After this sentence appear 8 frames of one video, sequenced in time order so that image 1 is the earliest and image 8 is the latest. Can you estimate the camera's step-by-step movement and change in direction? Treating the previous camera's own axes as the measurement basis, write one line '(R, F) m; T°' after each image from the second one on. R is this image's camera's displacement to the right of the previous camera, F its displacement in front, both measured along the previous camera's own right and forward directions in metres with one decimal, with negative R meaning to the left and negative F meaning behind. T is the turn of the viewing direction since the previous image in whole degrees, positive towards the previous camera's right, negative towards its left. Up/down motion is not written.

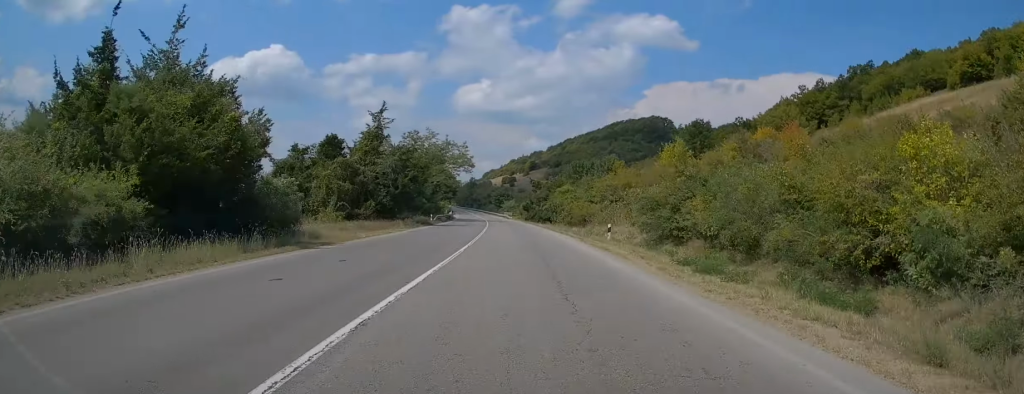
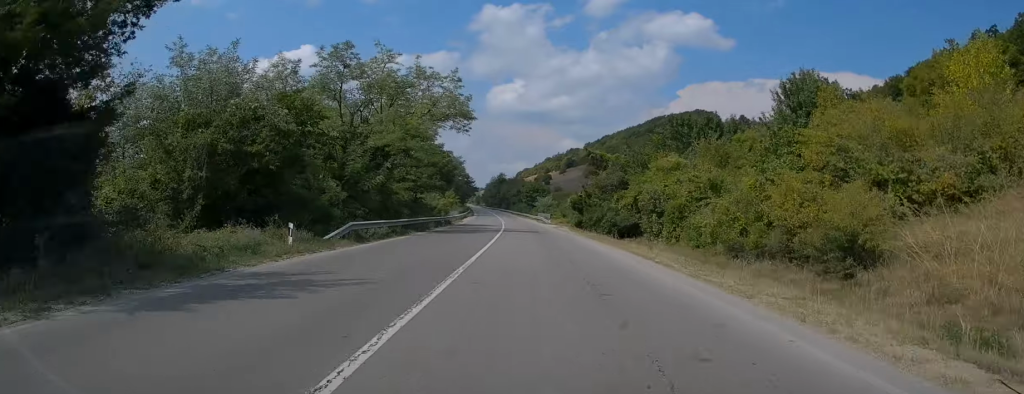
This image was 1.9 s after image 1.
(-0.1, +42.0) m; -1°
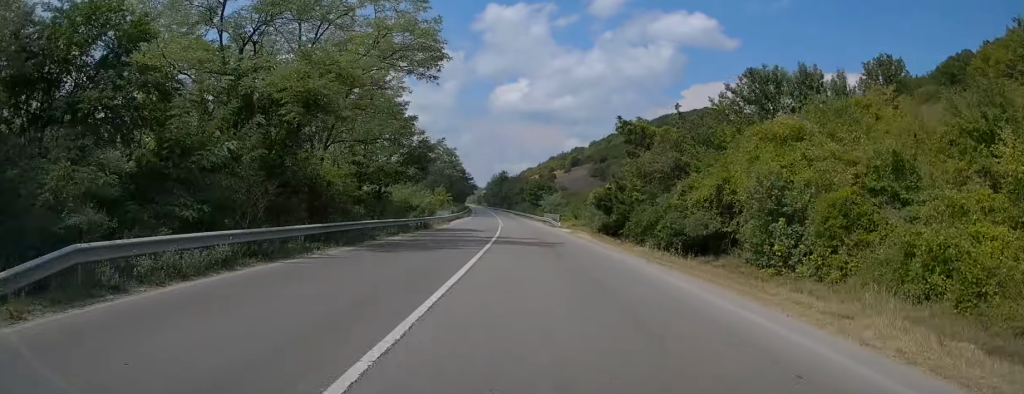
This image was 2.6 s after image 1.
(-0.2, +15.5) m; -1°
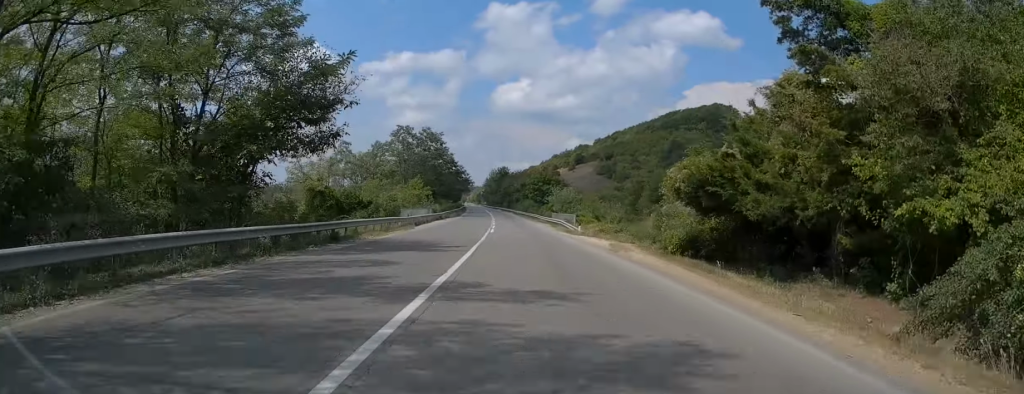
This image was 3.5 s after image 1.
(-0.2, +20.7) m; 0°
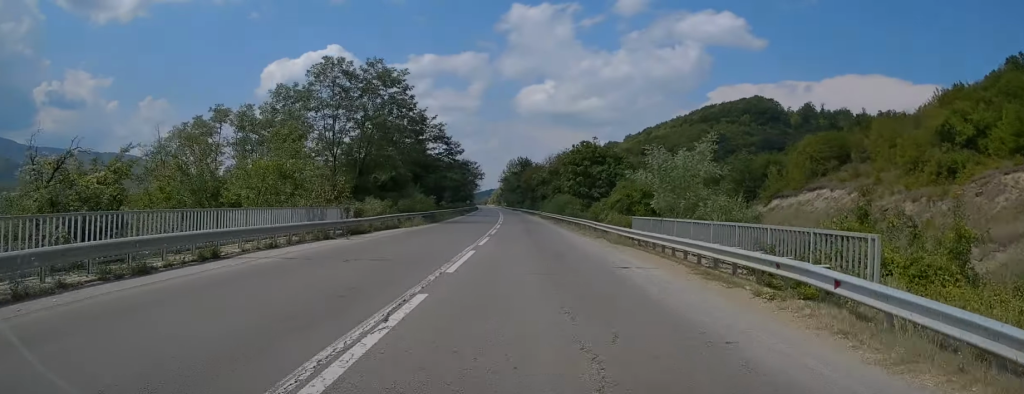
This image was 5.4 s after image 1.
(-0.2, +41.6) m; -2°
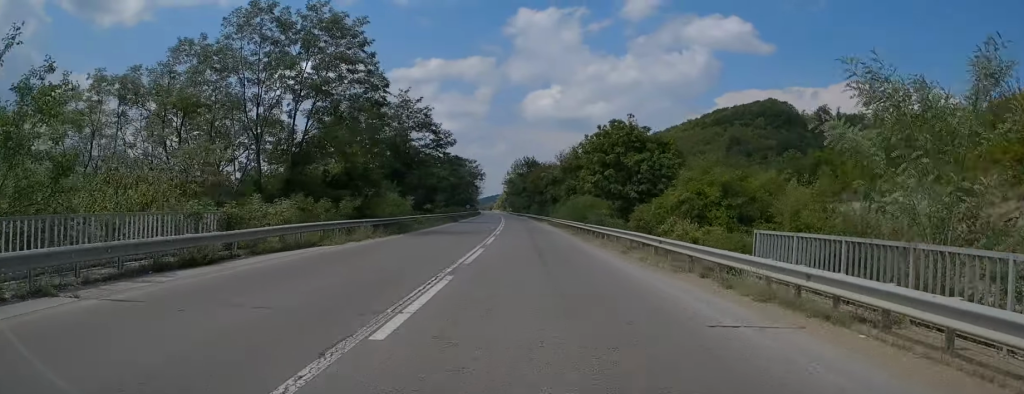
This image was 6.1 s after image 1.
(-0.2, +15.0) m; -1°
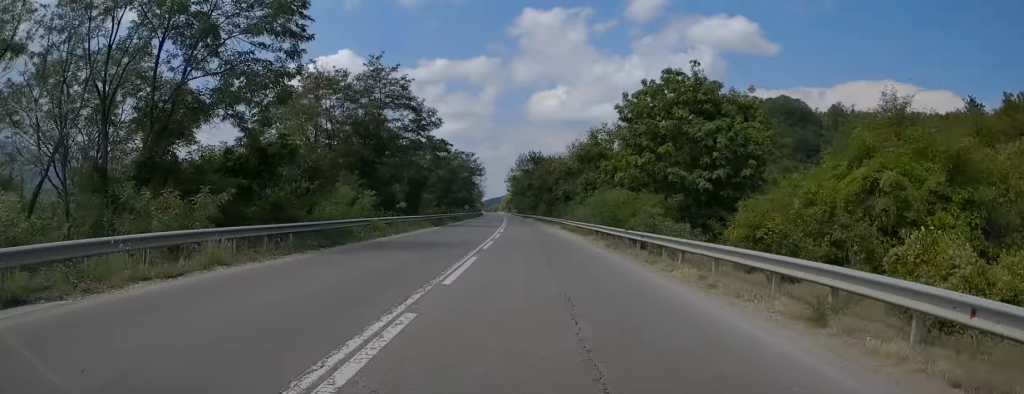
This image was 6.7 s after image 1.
(0.0, +13.7) m; -1°
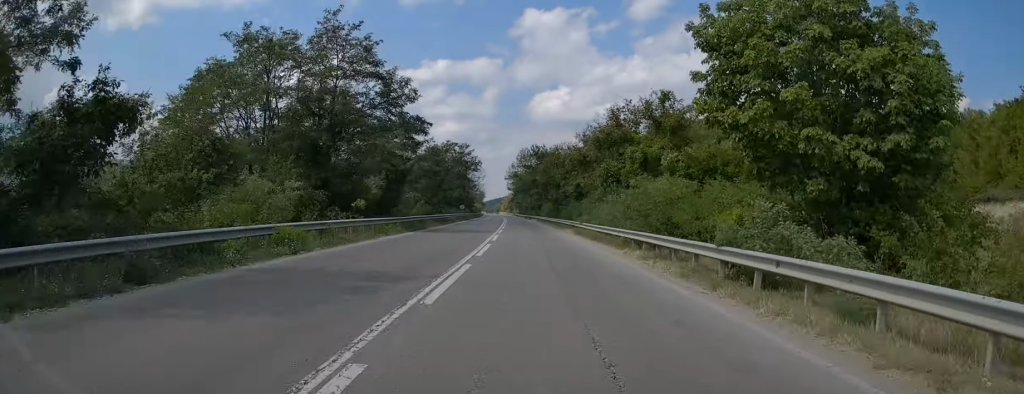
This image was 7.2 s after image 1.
(0.0, +11.4) m; 0°
